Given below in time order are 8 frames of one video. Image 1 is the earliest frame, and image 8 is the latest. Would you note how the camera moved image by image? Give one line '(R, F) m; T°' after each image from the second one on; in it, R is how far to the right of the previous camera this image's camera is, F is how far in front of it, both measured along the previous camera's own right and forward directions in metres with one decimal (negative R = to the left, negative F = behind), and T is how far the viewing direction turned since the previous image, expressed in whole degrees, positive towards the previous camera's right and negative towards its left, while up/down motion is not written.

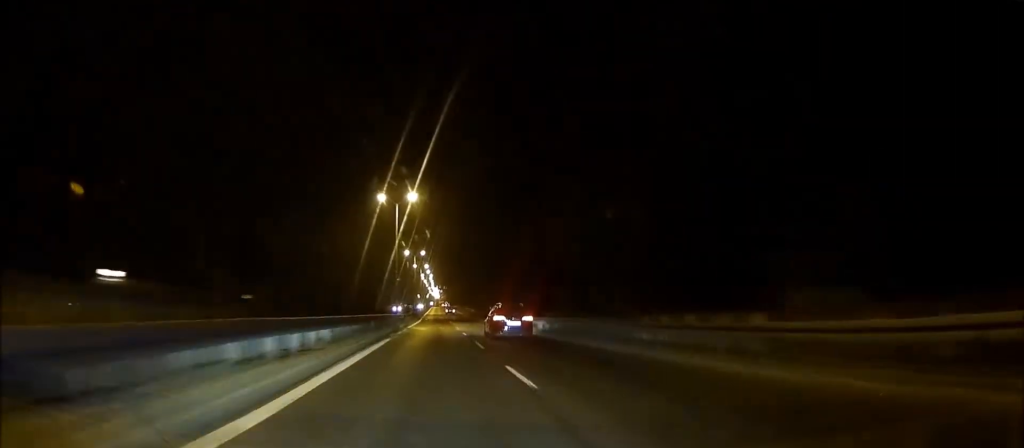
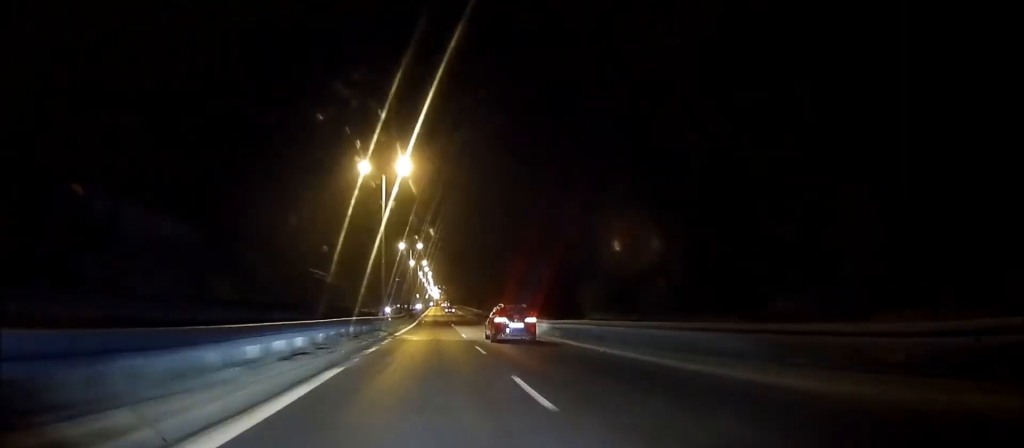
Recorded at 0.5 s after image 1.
(0.0, +13.2) m; 0°
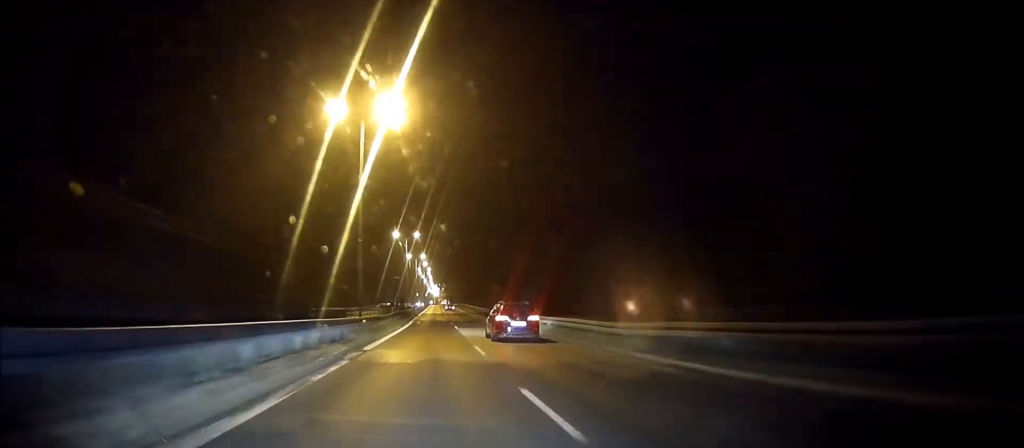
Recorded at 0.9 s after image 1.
(0.0, +13.2) m; 0°
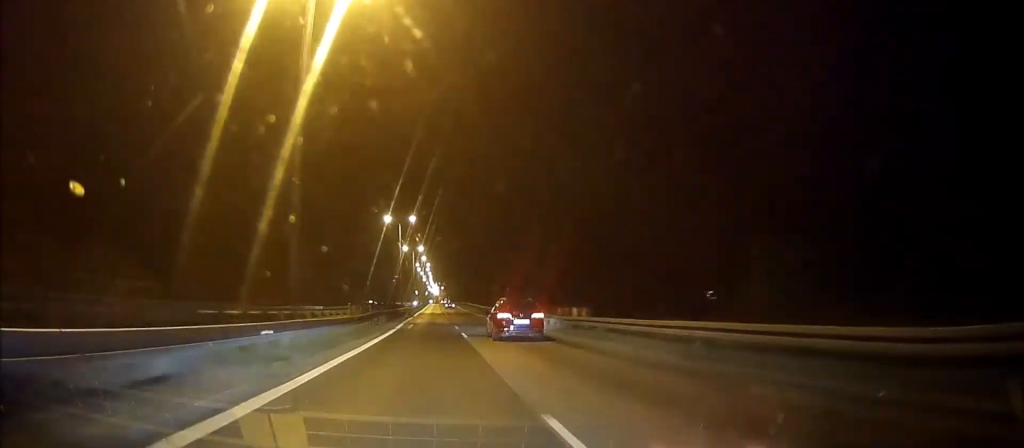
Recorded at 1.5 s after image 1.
(0.0, +15.2) m; 0°
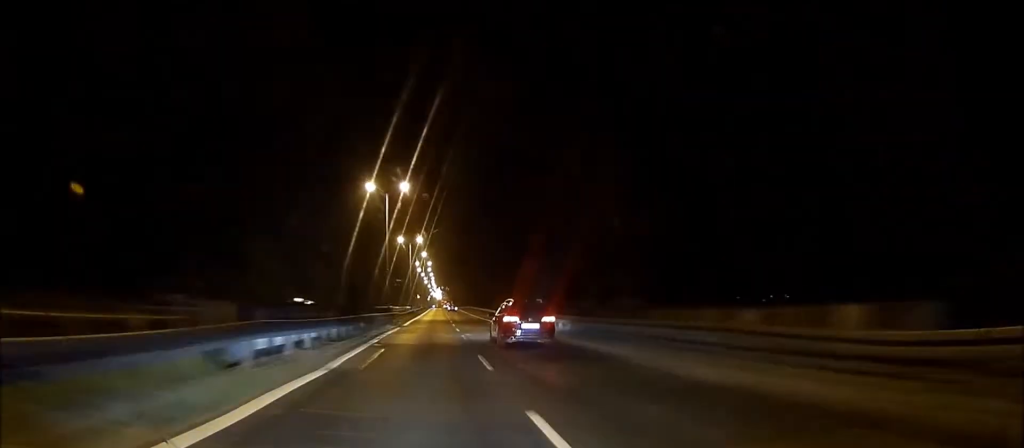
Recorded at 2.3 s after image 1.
(0.0, +22.8) m; 0°
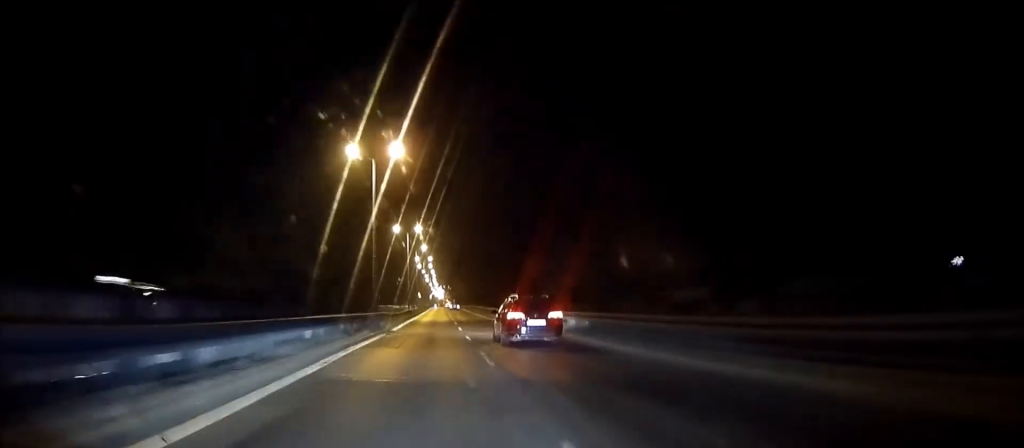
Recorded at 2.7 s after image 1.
(0.0, +12.4) m; 0°
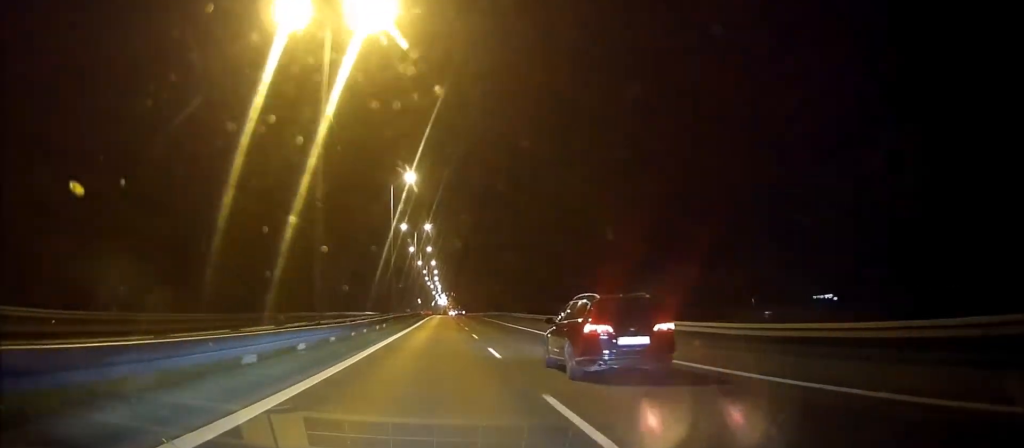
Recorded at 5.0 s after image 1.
(+0.3, +67.4) m; 0°
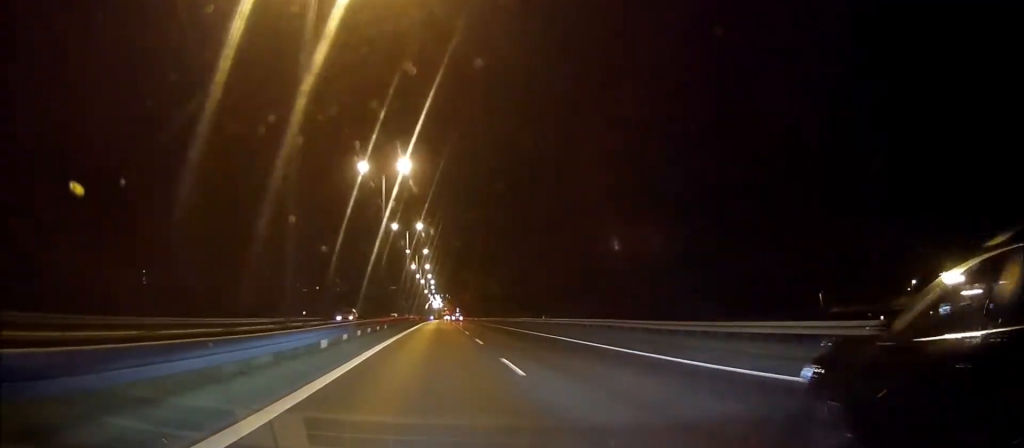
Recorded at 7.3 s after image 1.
(+0.4, +64.5) m; 0°
